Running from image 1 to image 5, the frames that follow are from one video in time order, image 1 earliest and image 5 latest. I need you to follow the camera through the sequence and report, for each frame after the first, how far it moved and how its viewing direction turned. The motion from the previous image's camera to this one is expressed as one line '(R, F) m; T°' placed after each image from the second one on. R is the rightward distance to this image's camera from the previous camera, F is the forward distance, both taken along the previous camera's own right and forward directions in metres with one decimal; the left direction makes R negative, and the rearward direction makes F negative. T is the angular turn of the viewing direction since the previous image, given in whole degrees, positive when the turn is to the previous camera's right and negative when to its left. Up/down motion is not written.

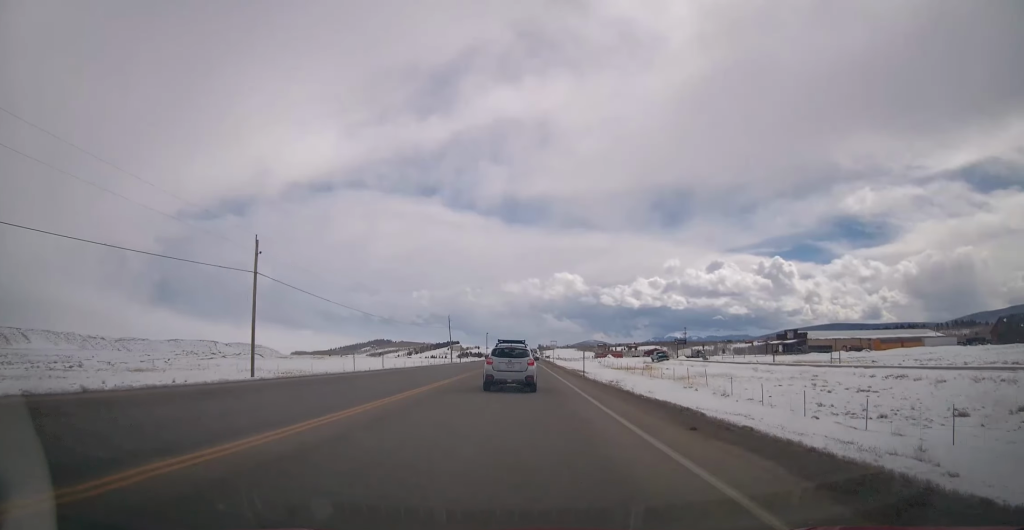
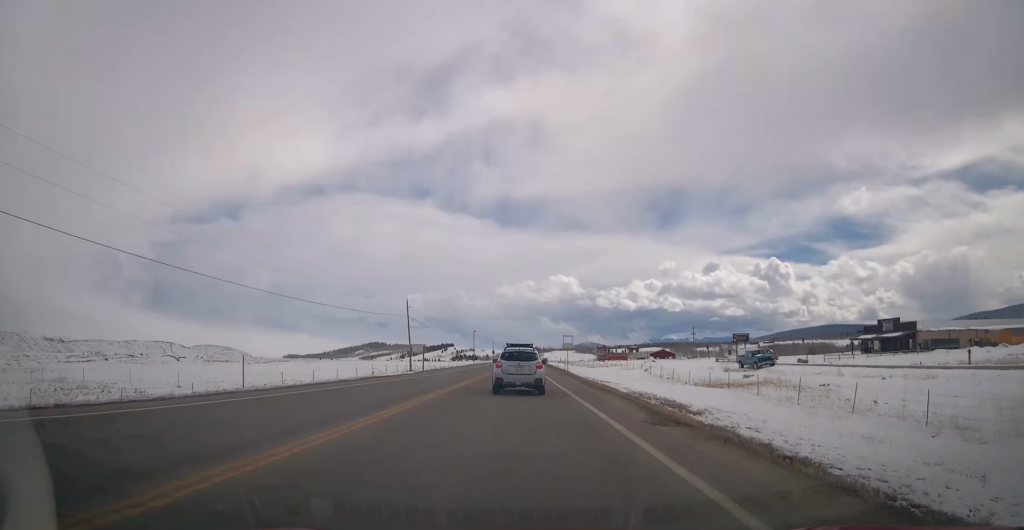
(+1.0, +43.0) m; +2°
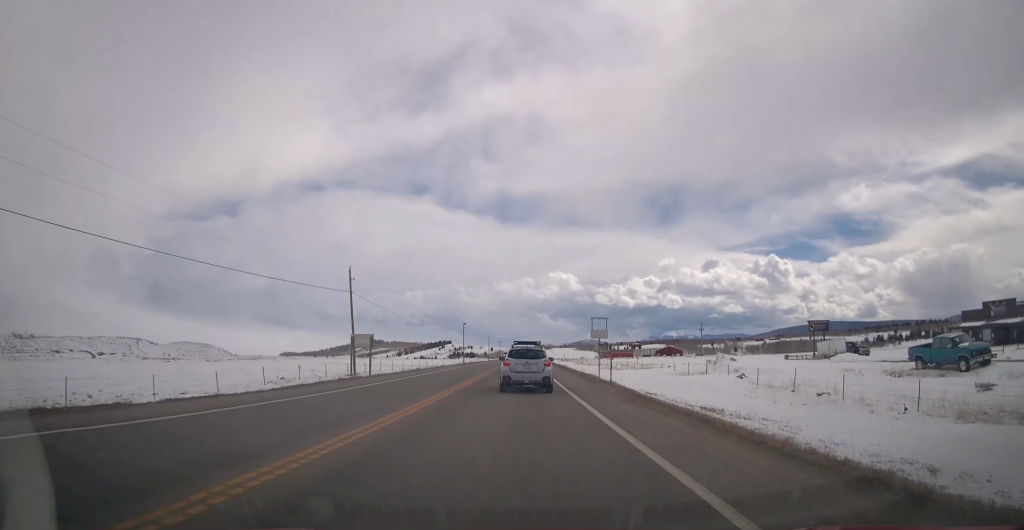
(0.0, +28.6) m; -2°
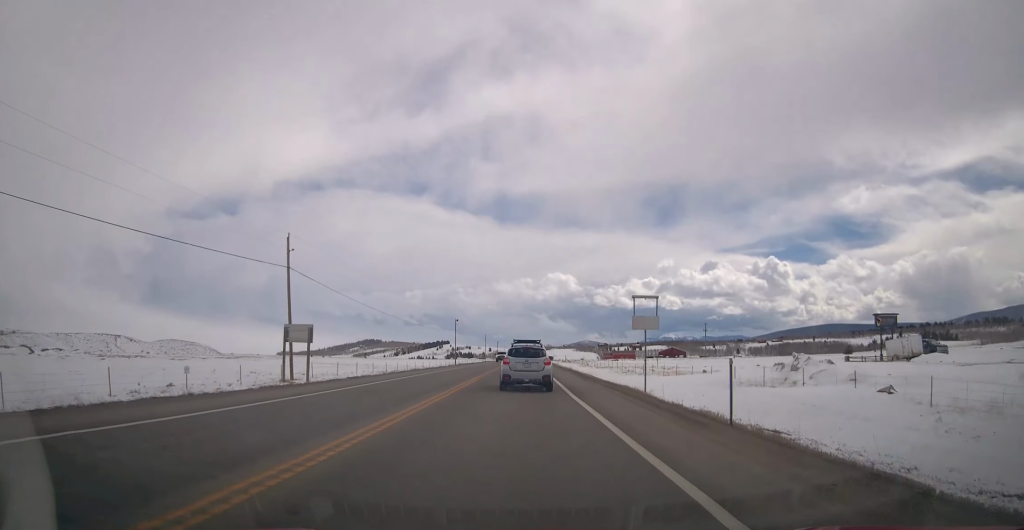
(-0.4, +15.5) m; 0°
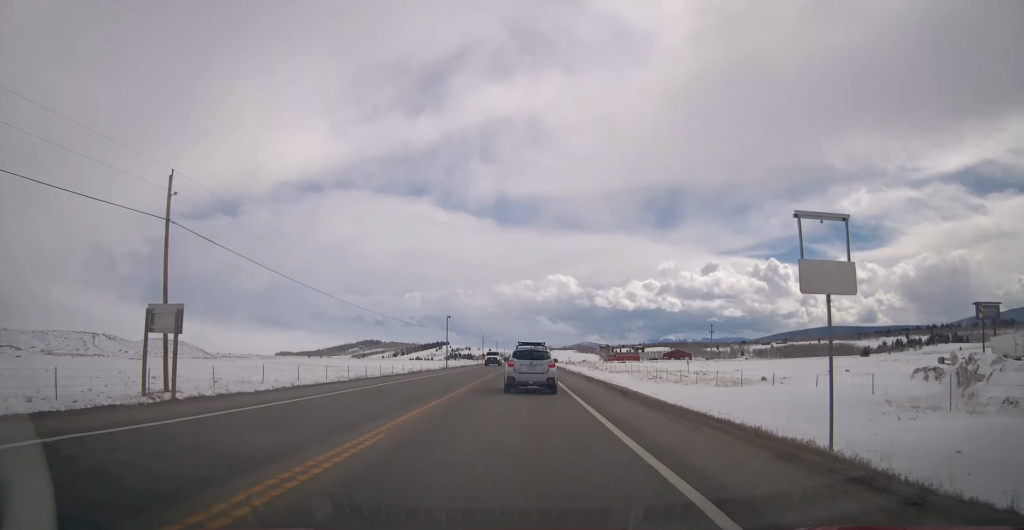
(-0.2, +16.1) m; 0°
